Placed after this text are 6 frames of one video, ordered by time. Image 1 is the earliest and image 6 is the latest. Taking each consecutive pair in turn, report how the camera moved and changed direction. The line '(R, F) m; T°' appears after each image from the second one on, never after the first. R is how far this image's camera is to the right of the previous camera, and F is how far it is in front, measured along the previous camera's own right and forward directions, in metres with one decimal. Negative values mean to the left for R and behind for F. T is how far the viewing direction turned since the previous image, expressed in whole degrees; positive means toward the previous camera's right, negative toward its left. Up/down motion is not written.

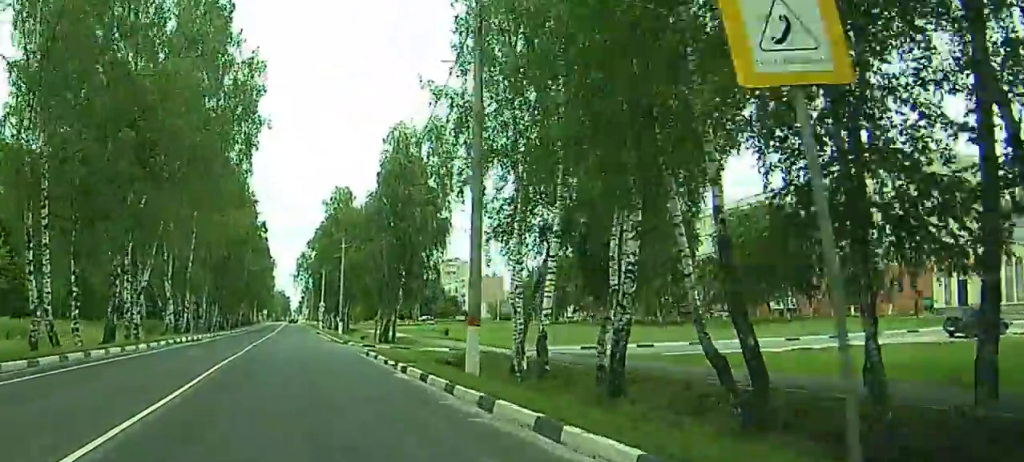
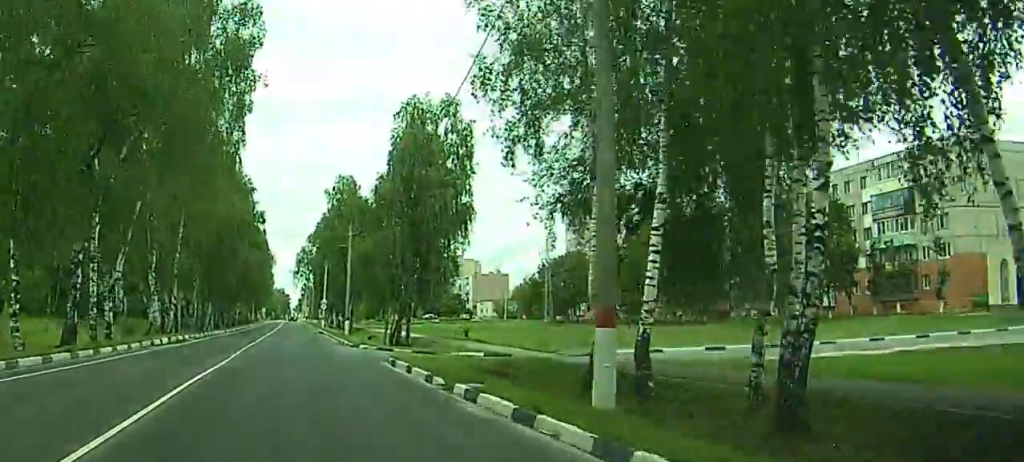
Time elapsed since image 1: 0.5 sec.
(0.0, +7.5) m; 0°
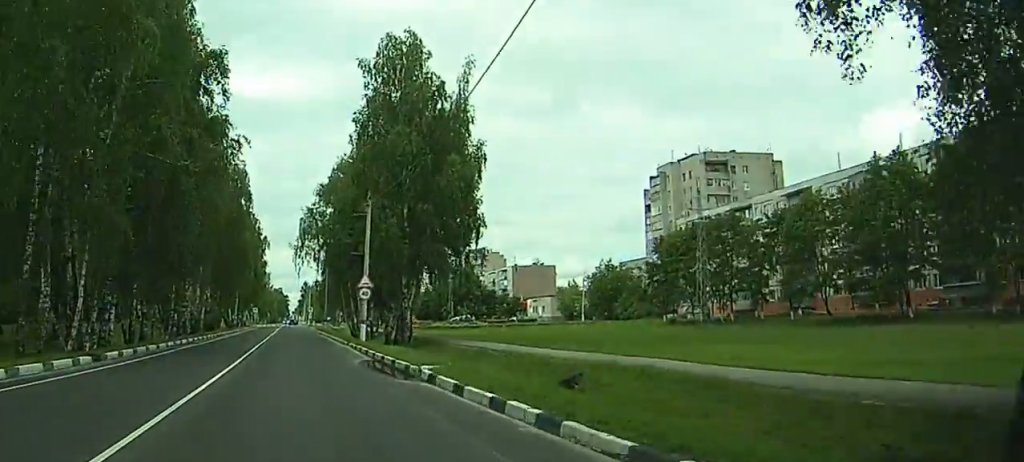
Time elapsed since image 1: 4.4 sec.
(-0.2, +55.9) m; 0°
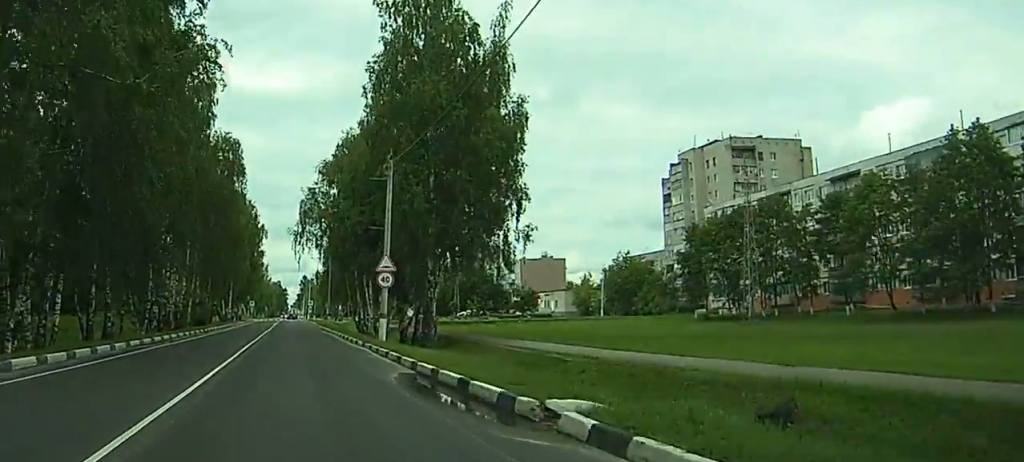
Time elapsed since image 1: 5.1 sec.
(0.0, +10.5) m; 0°
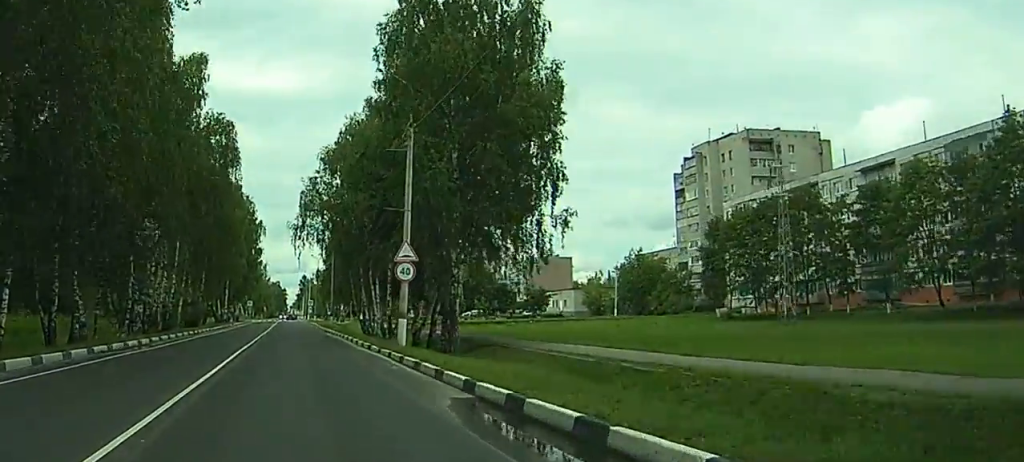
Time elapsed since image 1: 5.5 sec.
(0.0, +6.5) m; 0°
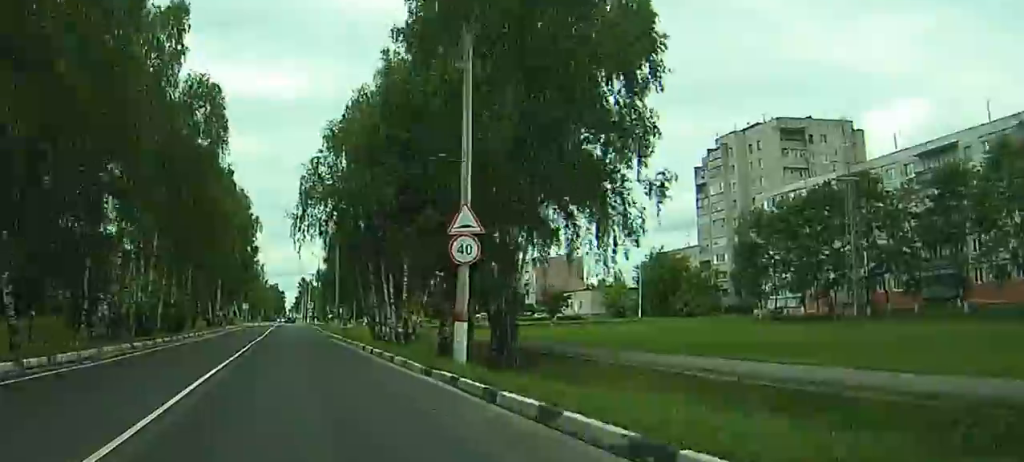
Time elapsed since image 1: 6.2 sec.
(-0.1, +10.7) m; 0°
